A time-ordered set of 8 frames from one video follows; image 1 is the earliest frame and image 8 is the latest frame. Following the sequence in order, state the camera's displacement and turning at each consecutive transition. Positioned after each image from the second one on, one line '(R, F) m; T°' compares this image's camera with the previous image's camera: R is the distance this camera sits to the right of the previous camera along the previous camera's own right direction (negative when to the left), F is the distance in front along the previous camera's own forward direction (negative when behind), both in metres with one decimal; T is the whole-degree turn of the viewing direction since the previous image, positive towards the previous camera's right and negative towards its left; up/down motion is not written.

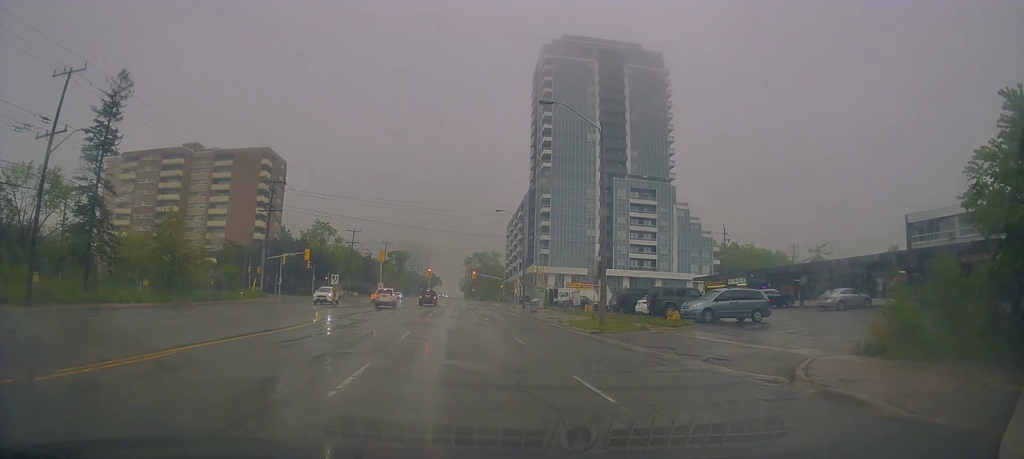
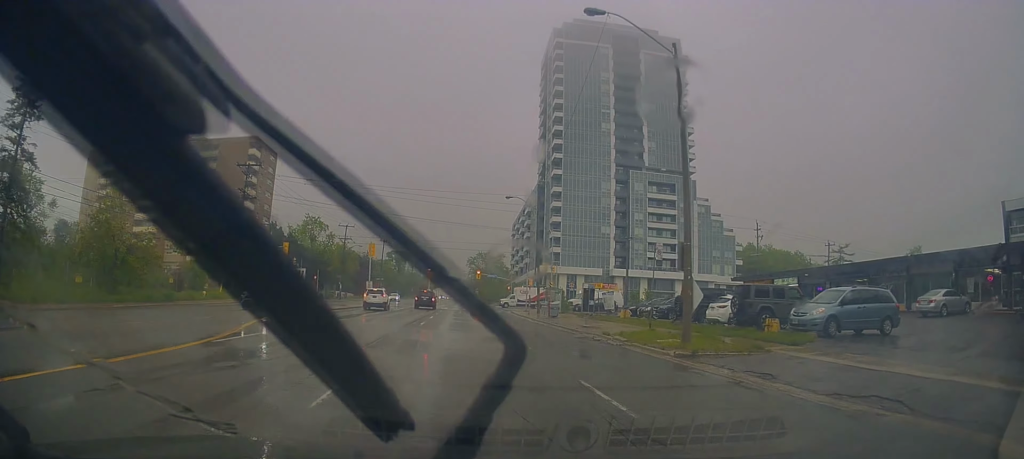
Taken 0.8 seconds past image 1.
(-0.4, +9.9) m; 0°
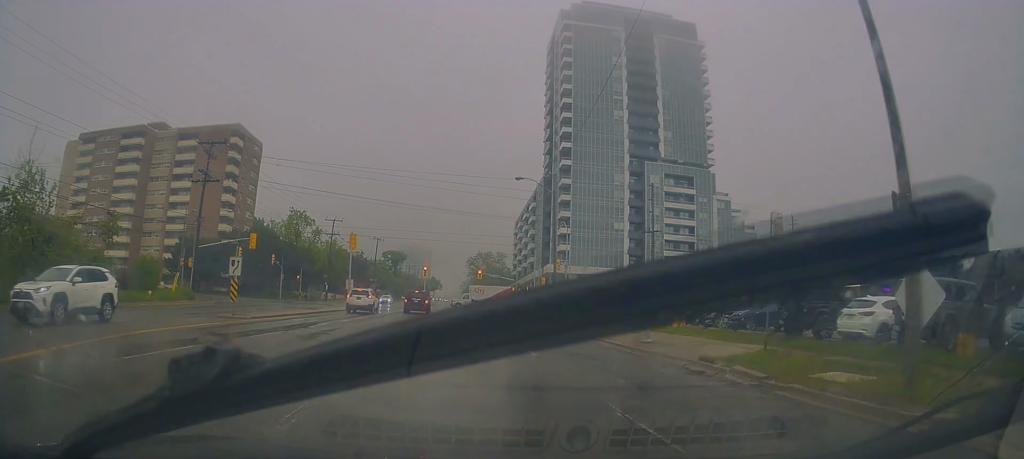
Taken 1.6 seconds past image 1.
(+0.3, +9.5) m; +4°
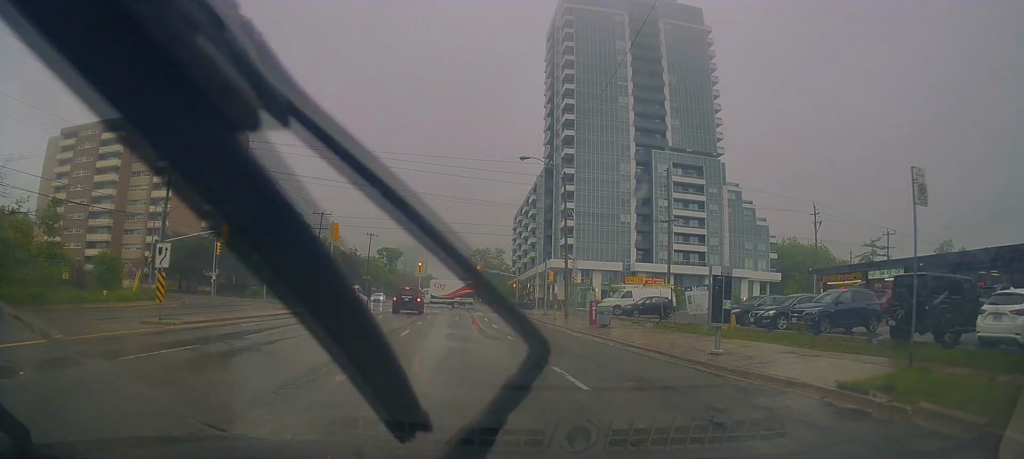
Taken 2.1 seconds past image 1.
(+0.2, +5.6) m; 0°
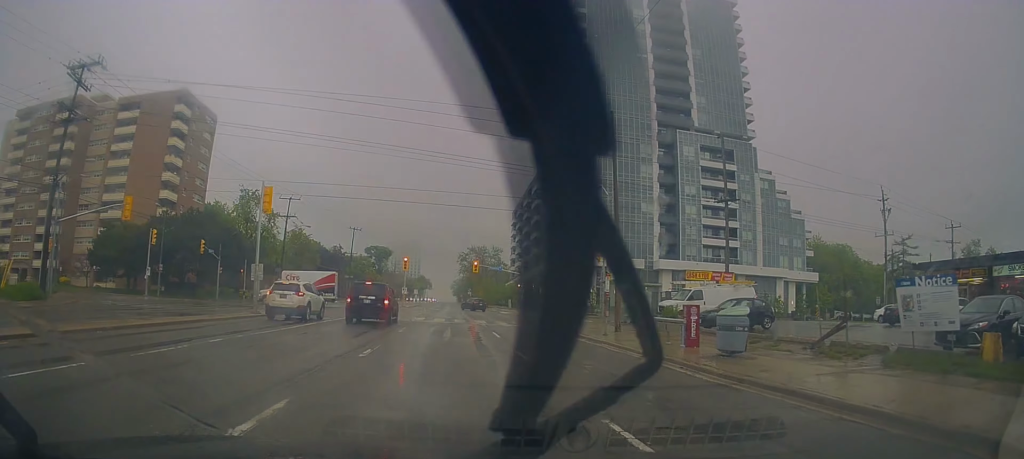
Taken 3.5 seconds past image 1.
(-0.3, +14.4) m; -2°
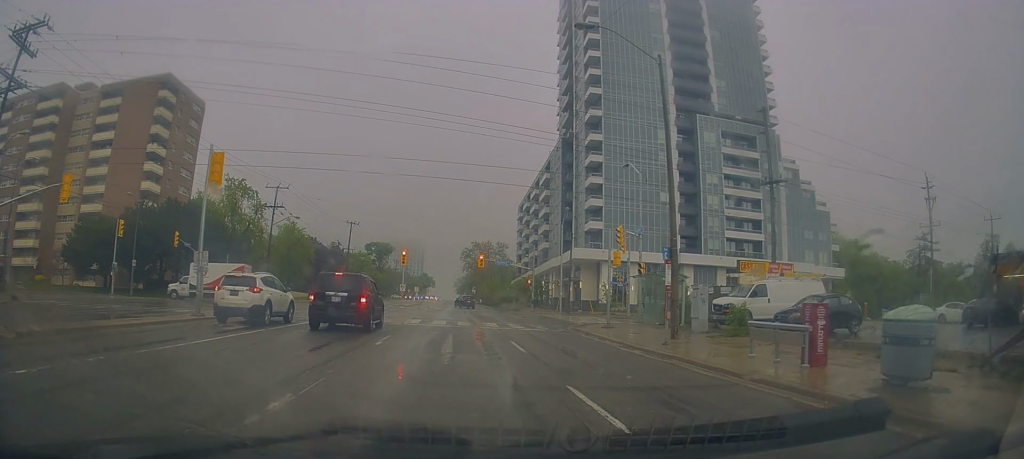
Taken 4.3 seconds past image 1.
(+0.2, +6.5) m; 0°
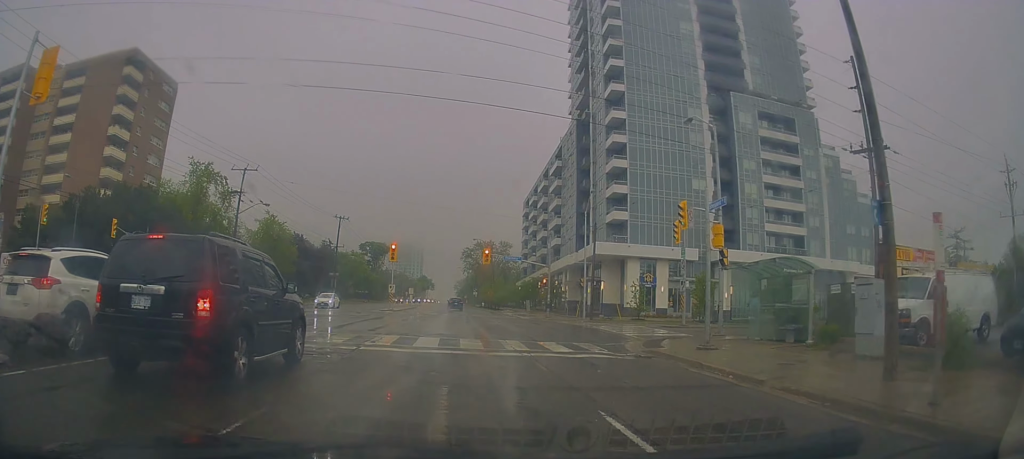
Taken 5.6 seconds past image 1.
(-0.1, +10.4) m; +4°
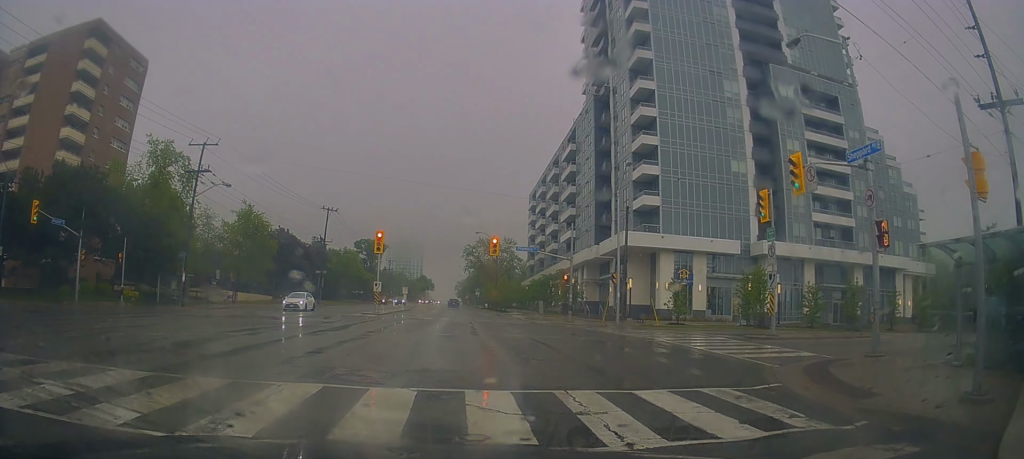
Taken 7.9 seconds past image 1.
(+0.6, +7.6) m; +5°
